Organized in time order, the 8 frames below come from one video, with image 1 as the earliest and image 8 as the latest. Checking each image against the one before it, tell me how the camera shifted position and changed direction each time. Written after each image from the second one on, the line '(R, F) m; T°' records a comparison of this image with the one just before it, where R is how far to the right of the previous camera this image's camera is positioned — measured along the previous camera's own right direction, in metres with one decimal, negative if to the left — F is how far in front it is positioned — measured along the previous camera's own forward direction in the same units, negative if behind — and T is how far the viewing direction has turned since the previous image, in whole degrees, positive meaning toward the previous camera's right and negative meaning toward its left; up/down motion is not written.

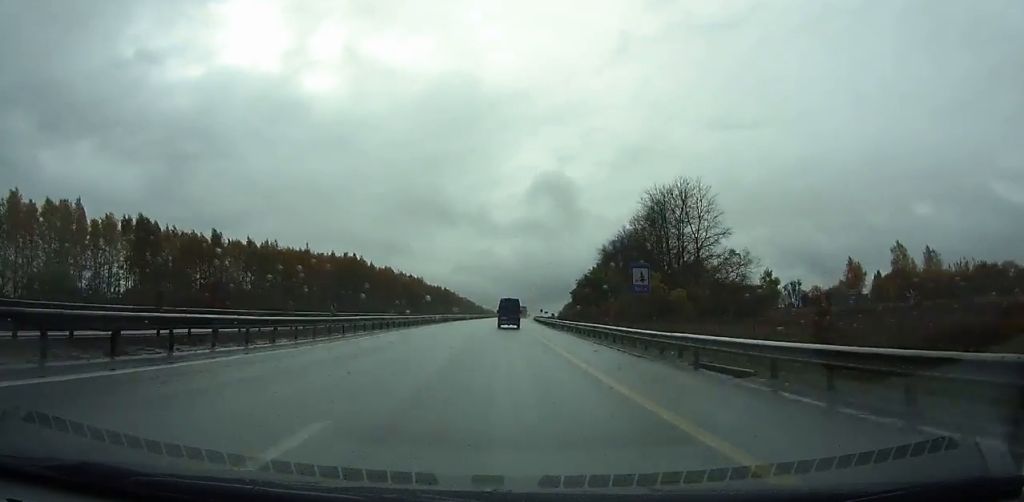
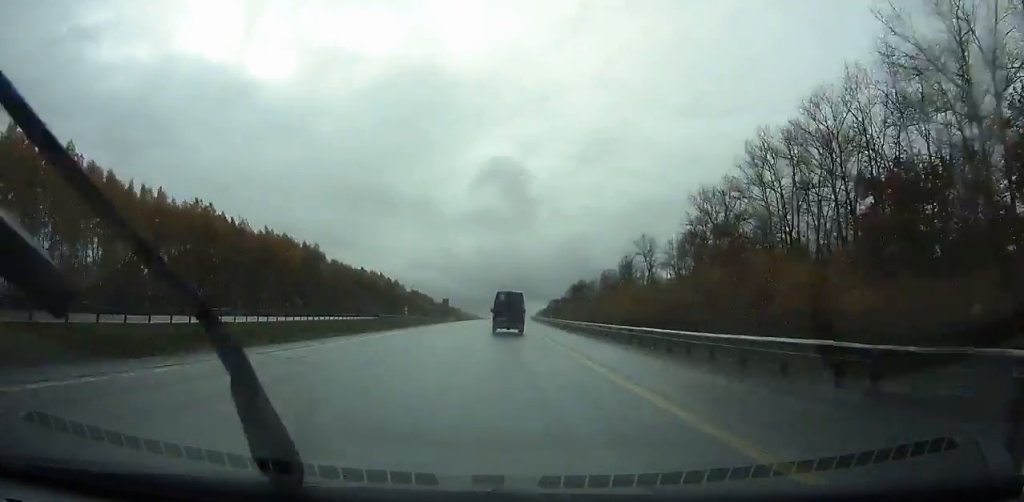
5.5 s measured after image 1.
(+2.0, +146.9) m; +2°
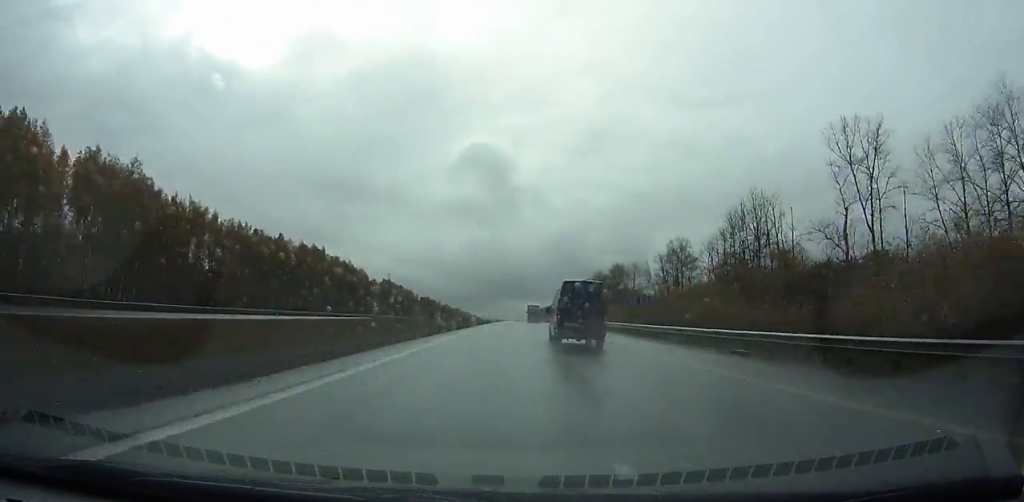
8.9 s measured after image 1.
(+0.8, +91.5) m; +1°
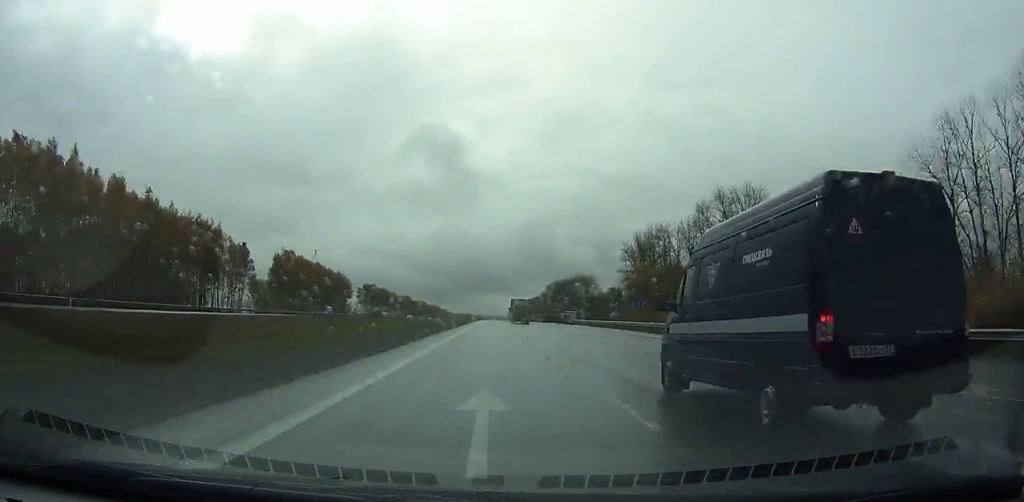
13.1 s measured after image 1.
(+2.8, +113.5) m; +2°
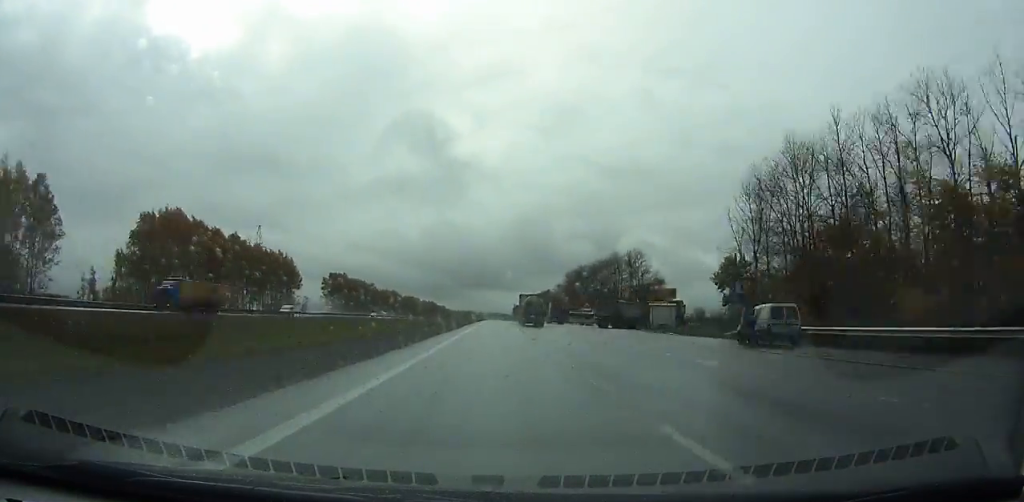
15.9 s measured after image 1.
(-0.5, +76.5) m; 0°
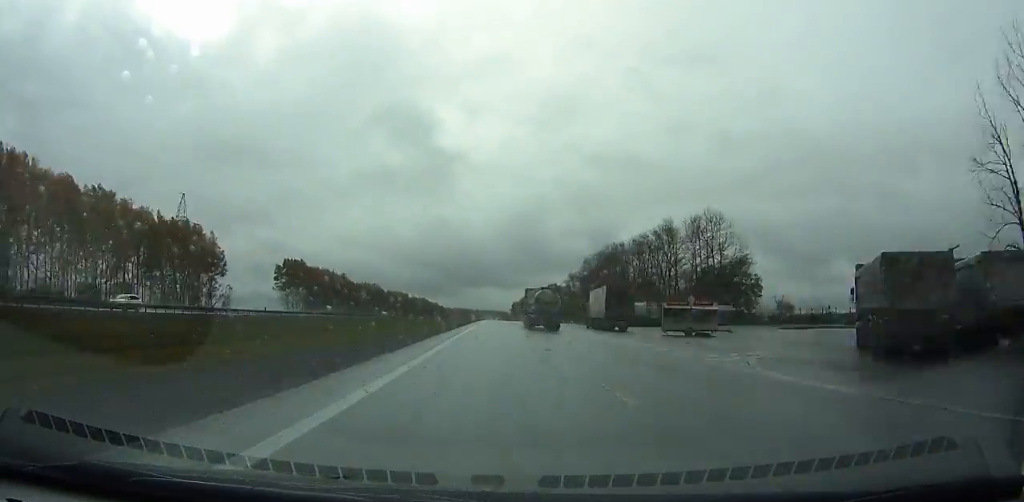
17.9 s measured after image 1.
(0.0, +55.1) m; 0°
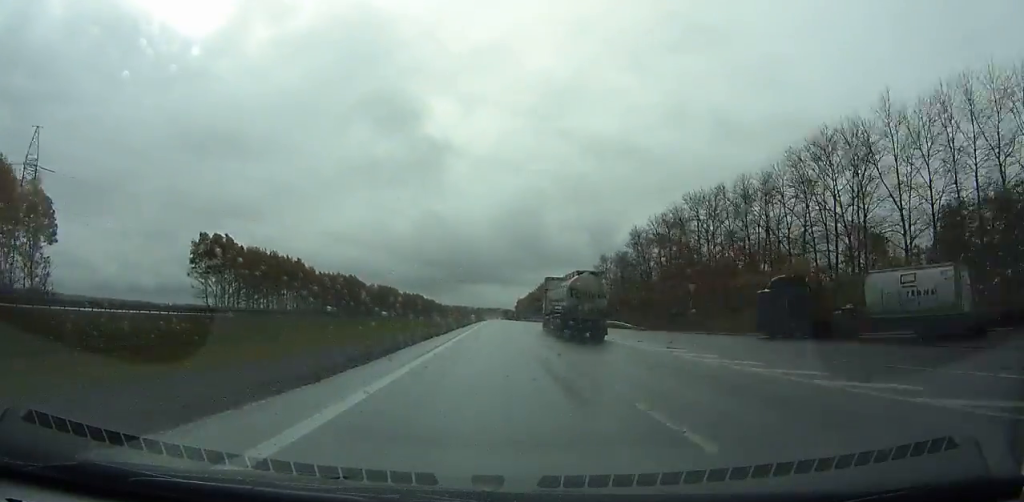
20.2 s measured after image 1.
(+0.2, +63.7) m; 0°
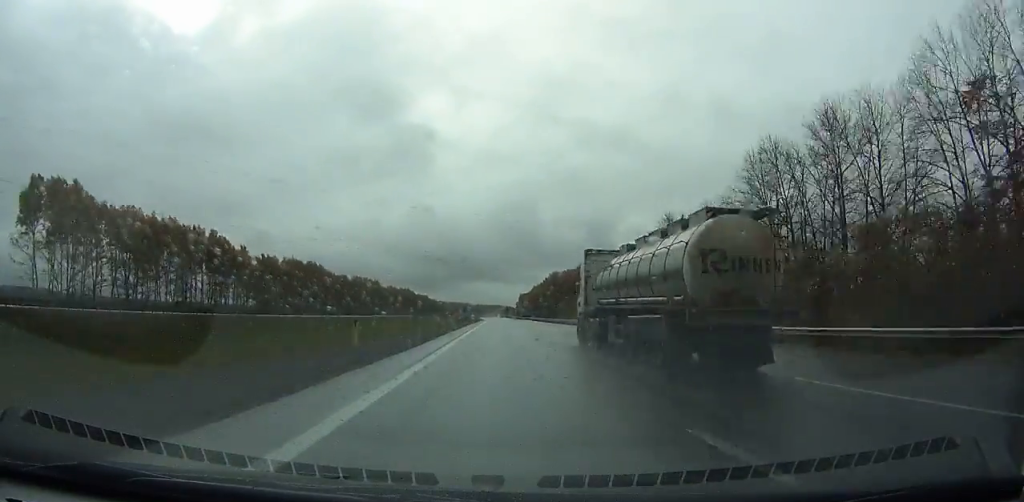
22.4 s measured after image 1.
(-0.1, +61.2) m; 0°
